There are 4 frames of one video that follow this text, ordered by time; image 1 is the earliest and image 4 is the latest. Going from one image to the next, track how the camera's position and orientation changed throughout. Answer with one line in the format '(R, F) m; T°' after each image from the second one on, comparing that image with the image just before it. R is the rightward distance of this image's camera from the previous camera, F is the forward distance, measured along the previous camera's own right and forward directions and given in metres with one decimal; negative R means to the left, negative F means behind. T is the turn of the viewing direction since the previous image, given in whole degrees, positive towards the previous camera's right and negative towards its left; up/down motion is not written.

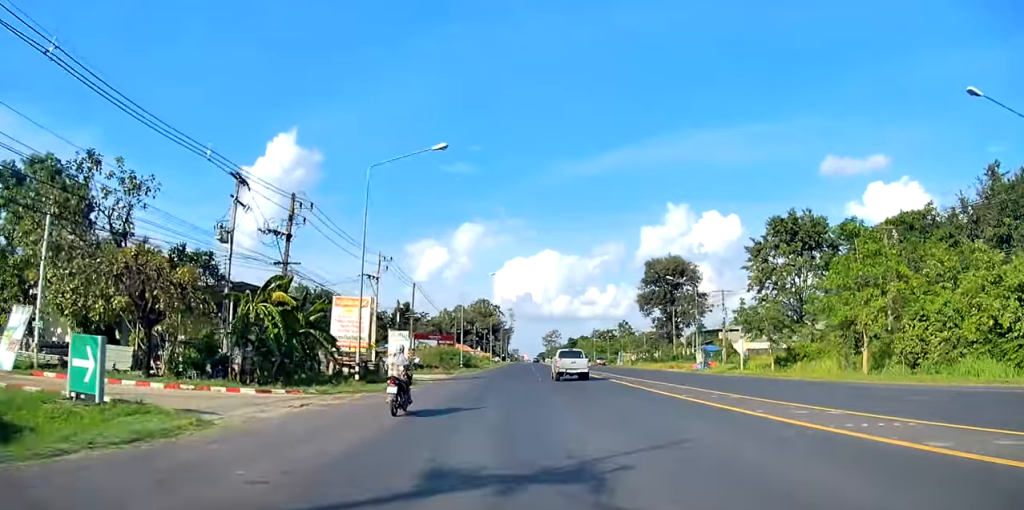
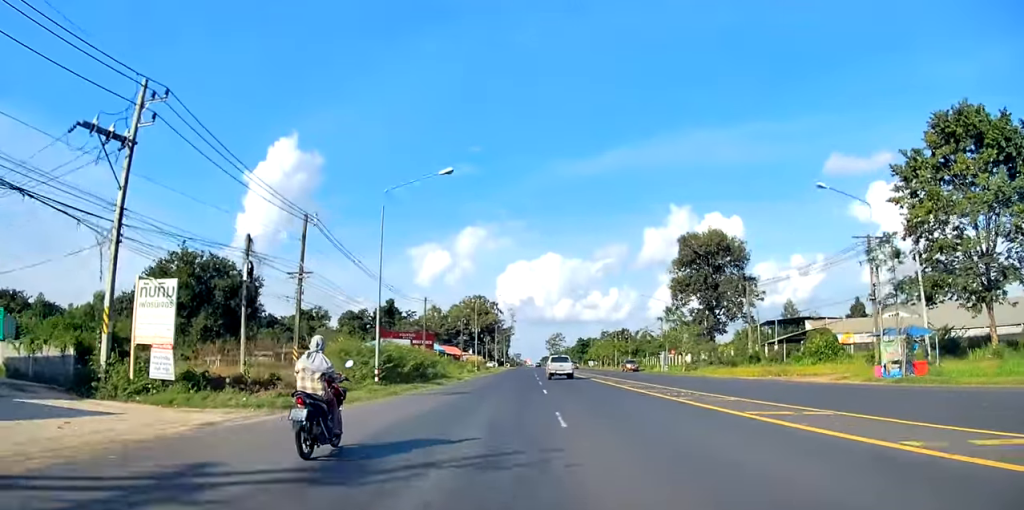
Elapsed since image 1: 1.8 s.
(-0.6, +35.1) m; -2°
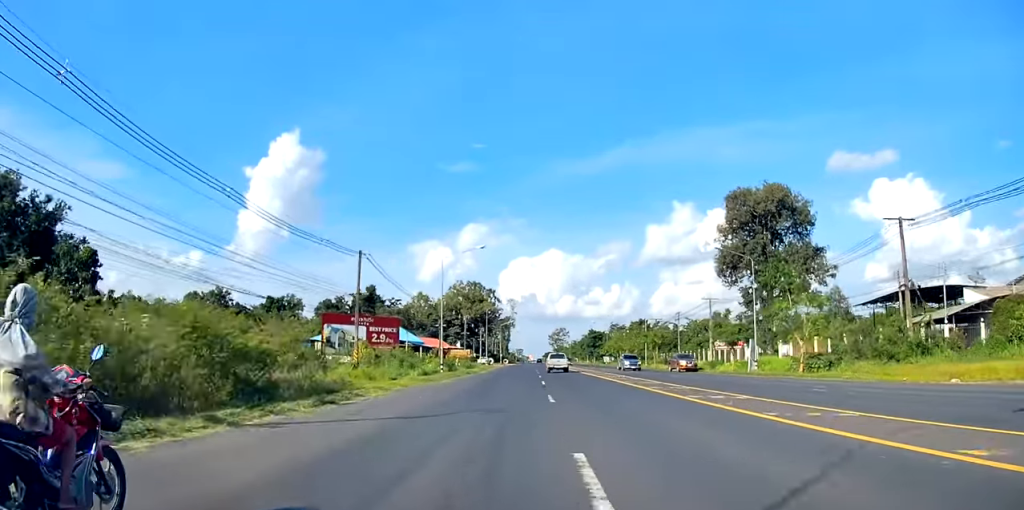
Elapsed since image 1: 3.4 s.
(+0.3, +31.7) m; +2°
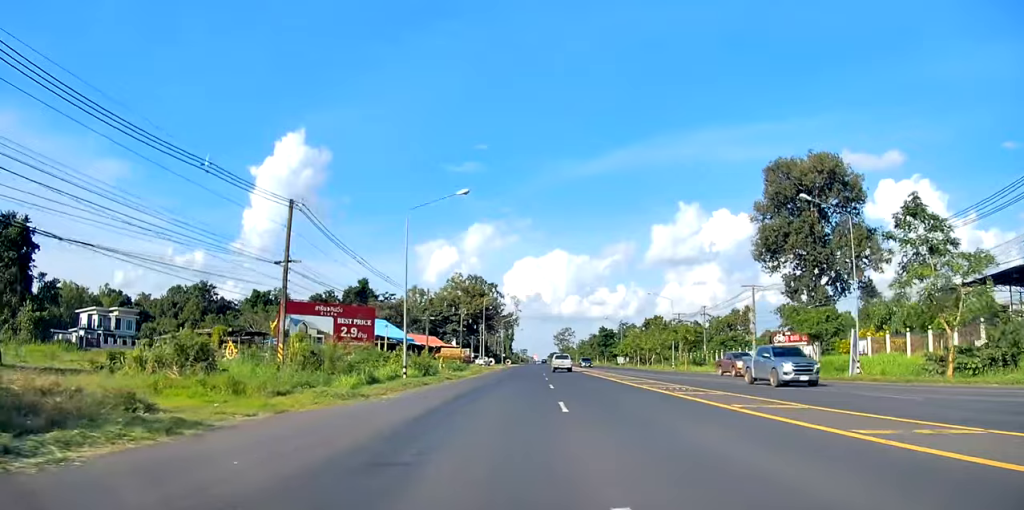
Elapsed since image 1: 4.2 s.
(+0.2, +16.1) m; 0°
